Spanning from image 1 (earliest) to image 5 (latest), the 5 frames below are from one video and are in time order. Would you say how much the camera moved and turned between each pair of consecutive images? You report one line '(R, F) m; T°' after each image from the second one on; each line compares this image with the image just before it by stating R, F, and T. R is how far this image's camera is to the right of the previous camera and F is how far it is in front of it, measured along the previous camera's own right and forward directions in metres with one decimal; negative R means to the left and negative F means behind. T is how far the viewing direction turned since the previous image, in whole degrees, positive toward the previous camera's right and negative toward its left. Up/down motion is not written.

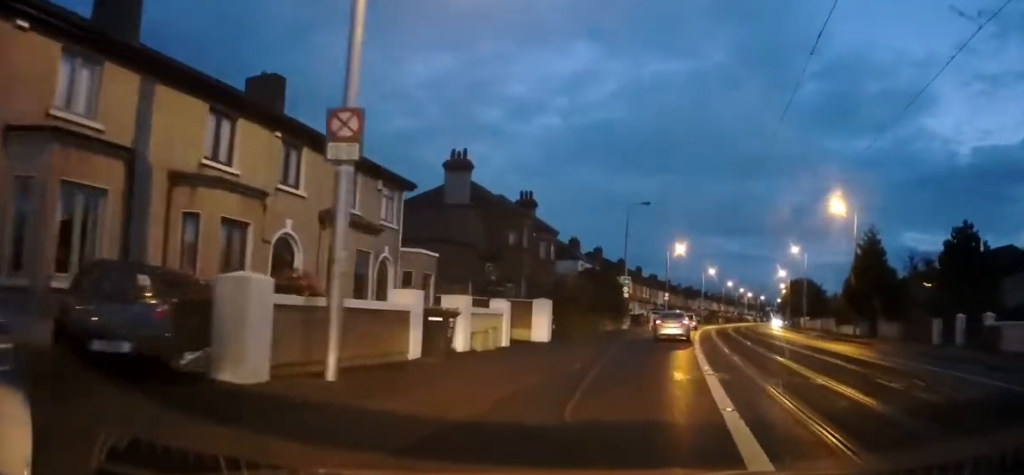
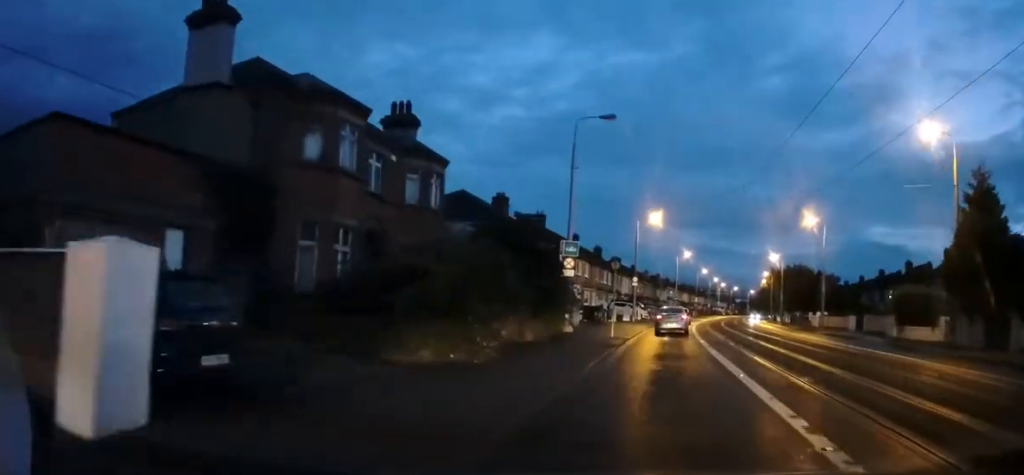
(+0.4, +20.7) m; +3°
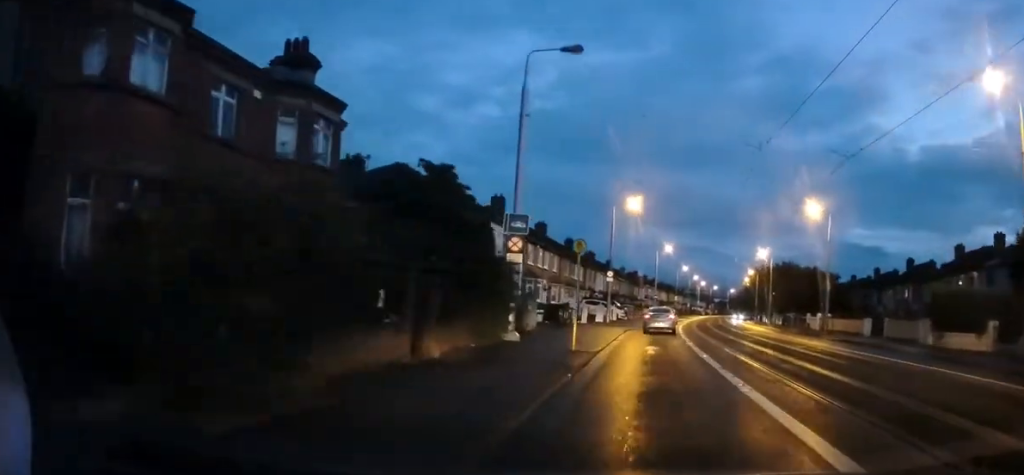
(+0.1, +7.4) m; +2°
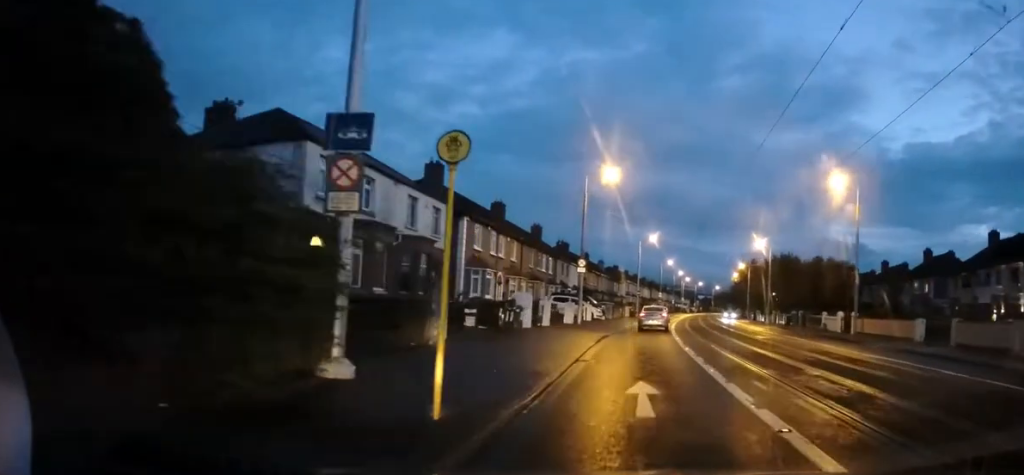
(+0.5, +10.6) m; +3°
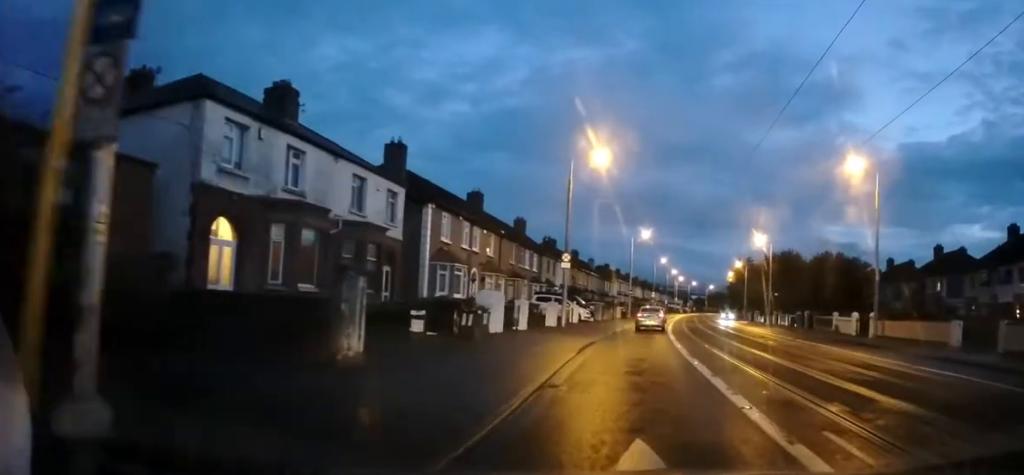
(+0.1, +4.7) m; 0°
